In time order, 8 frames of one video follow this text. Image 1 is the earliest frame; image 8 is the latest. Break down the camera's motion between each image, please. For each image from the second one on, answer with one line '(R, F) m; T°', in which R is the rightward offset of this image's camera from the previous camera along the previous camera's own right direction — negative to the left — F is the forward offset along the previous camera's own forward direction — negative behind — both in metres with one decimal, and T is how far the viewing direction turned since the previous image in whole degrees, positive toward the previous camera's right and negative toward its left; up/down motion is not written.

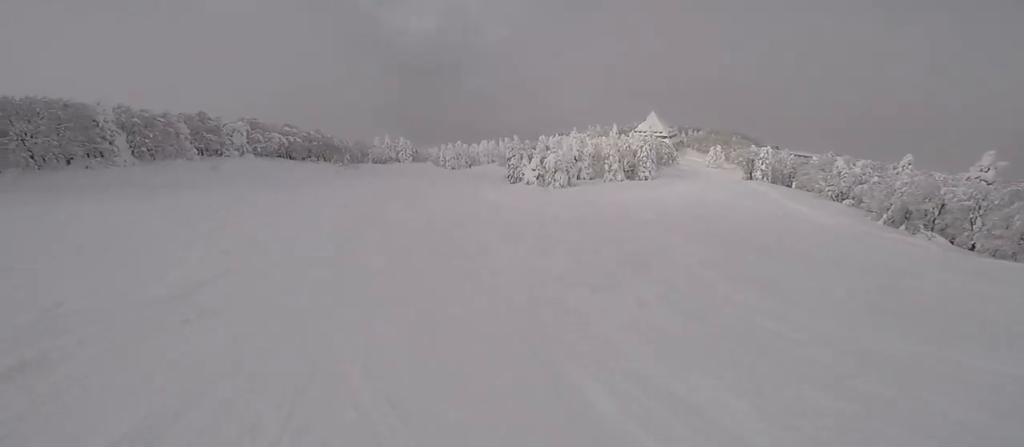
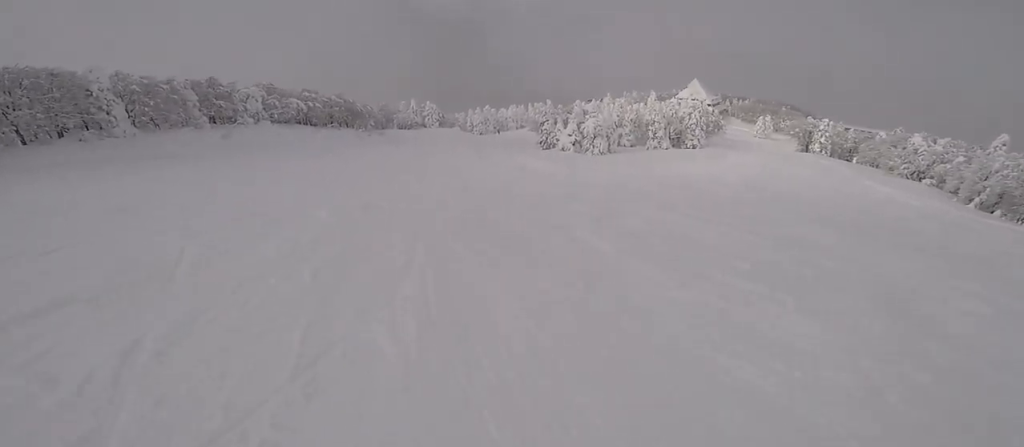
(0.0, +5.9) m; 0°
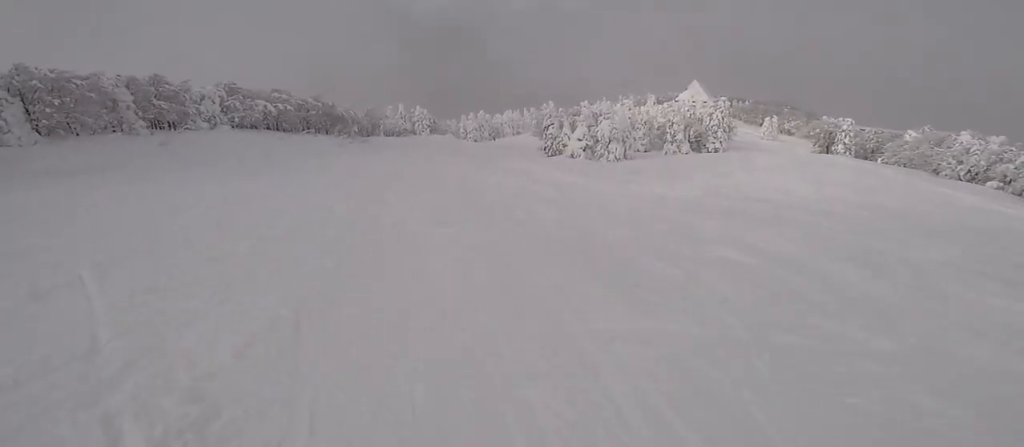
(0.0, +12.3) m; 0°
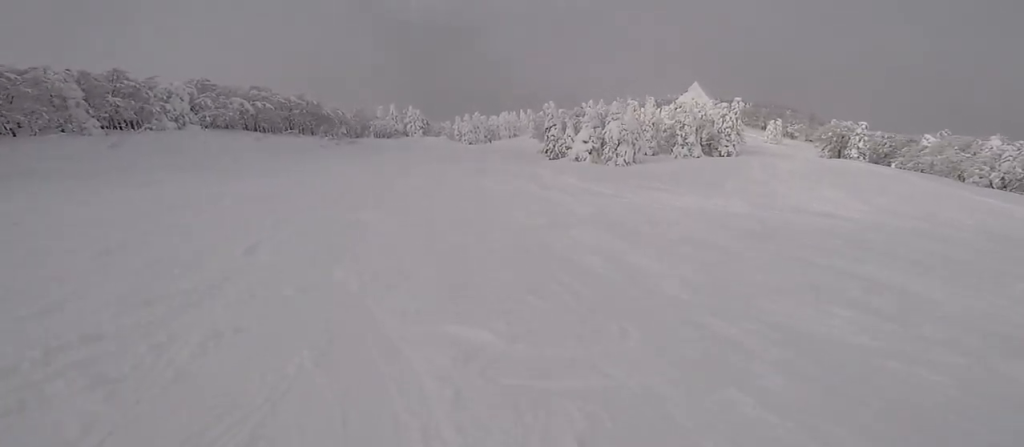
(0.0, +6.1) m; +1°
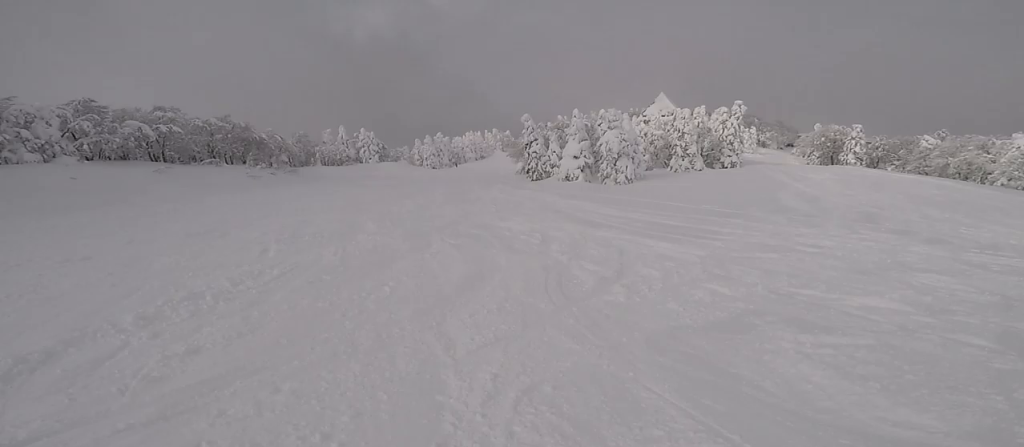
(+0.7, +13.0) m; +9°
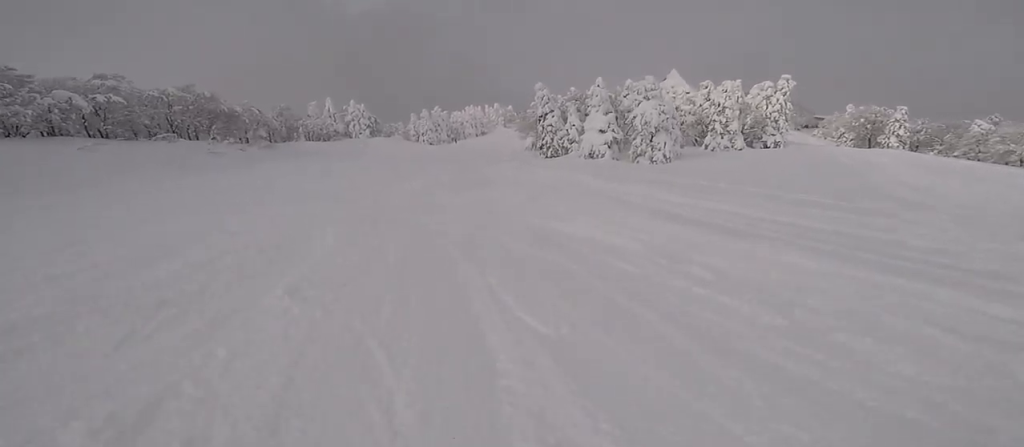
(+0.8, +9.4) m; +6°
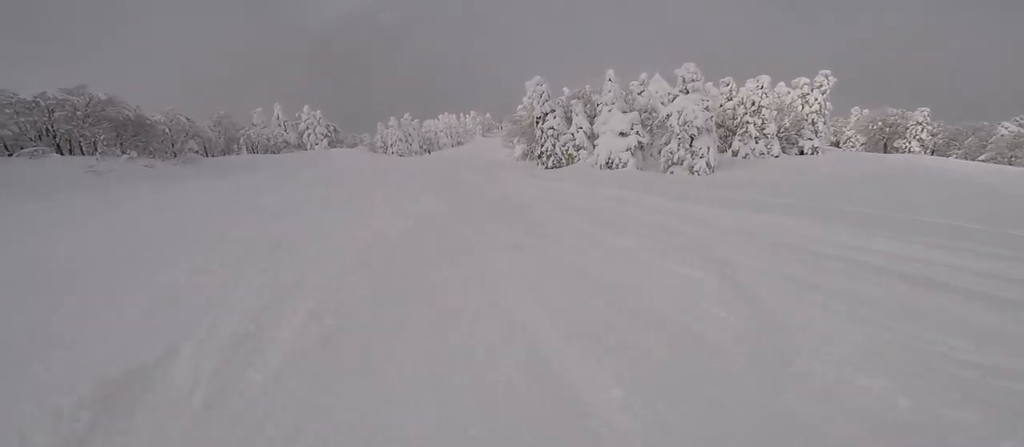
(+0.2, +12.4) m; 0°
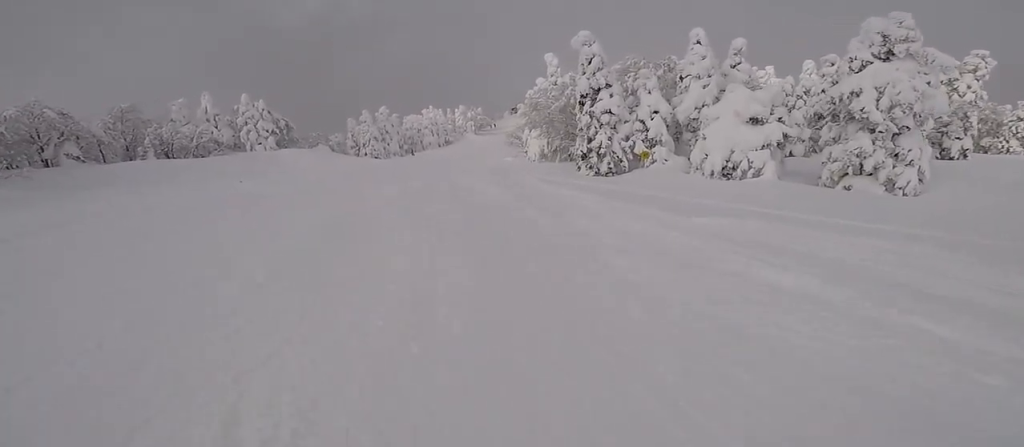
(+0.1, +18.9) m; +1°
